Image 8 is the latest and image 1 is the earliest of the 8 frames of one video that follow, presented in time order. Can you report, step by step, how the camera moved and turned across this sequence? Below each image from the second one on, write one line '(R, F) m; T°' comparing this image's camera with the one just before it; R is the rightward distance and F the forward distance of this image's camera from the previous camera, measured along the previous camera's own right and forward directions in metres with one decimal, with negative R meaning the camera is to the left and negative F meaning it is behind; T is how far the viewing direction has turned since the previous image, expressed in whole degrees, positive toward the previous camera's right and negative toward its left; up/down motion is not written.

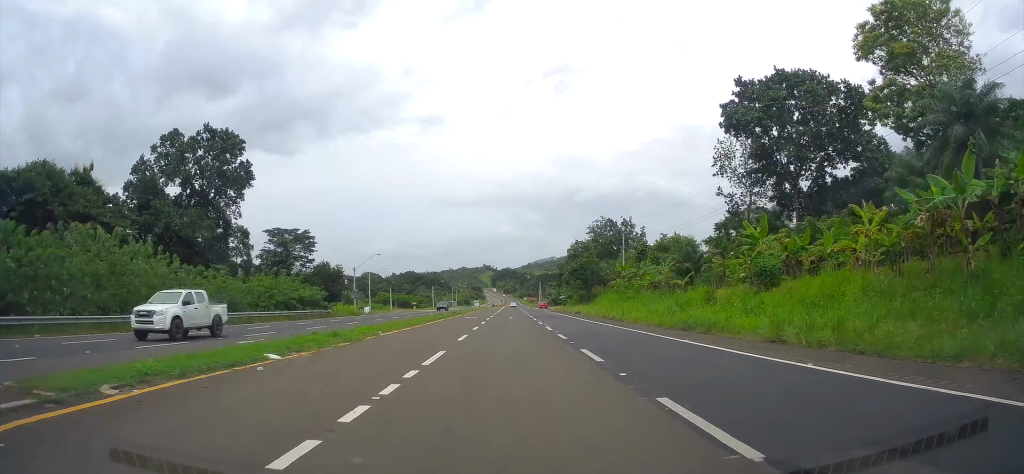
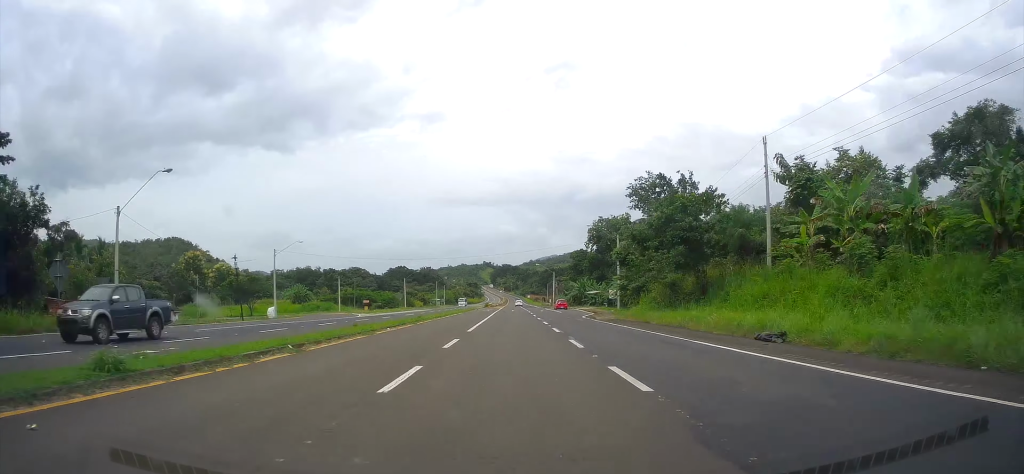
(-0.3, +52.8) m; 0°
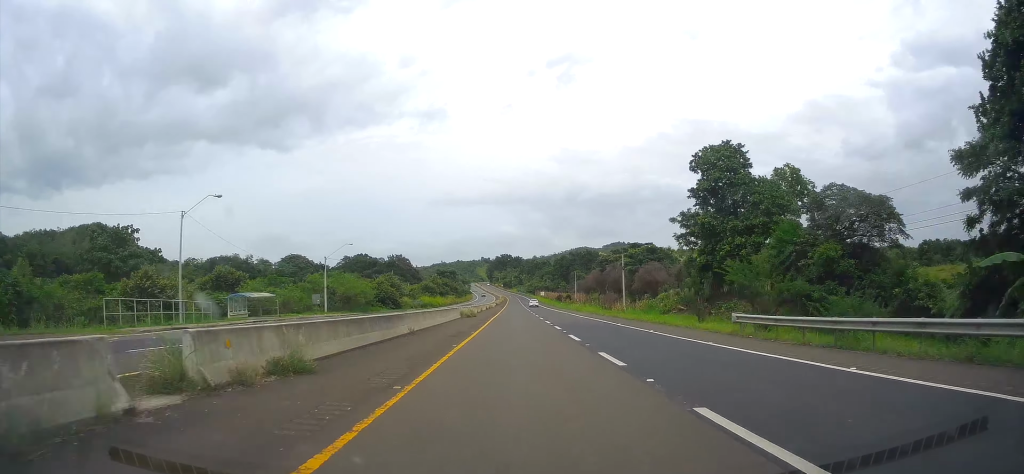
(+0.7, +142.5) m; 0°
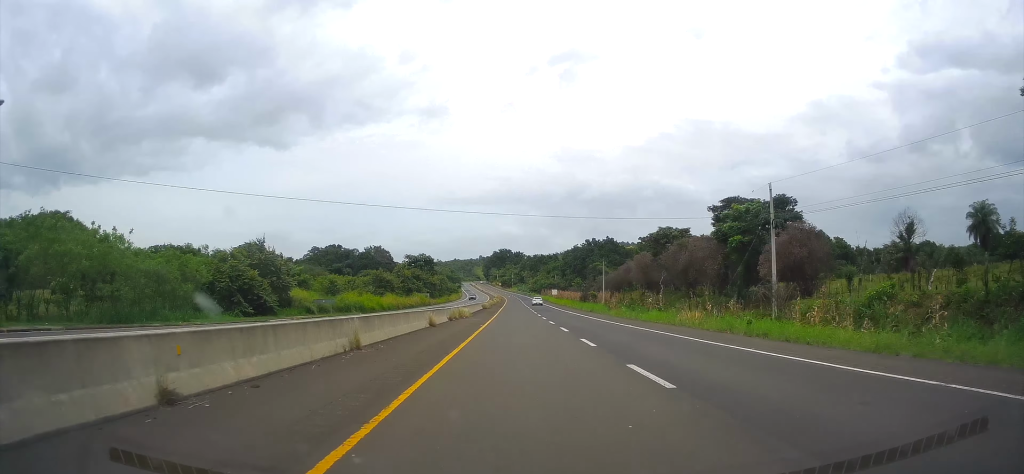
(-0.3, +59.5) m; 0°
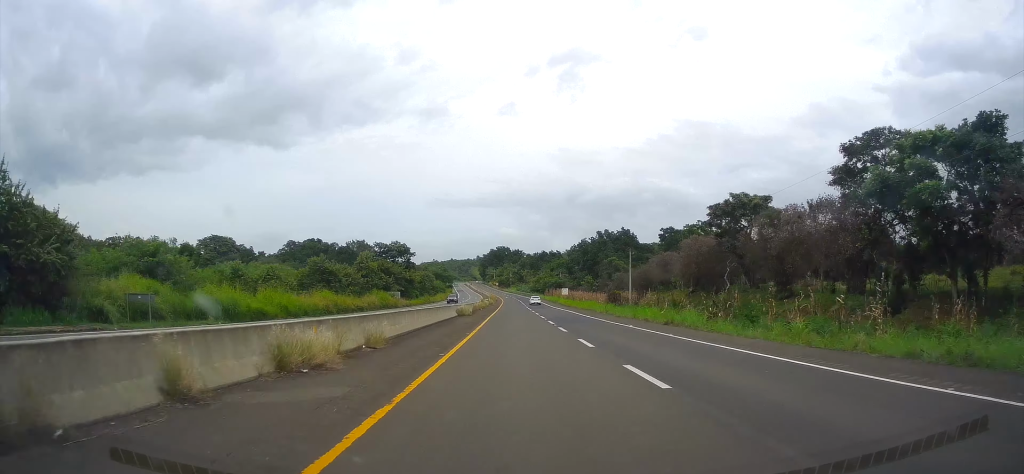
(+0.2, +32.4) m; 0°
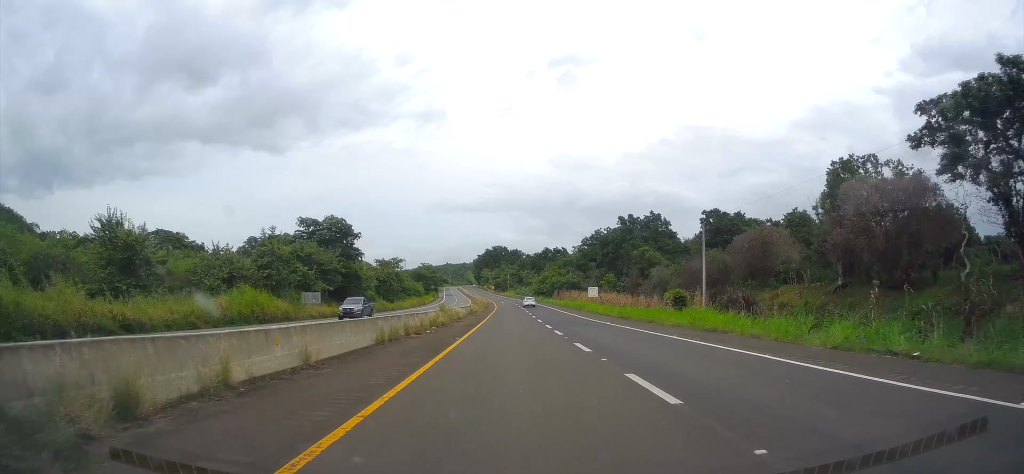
(+0.1, +40.6) m; 0°
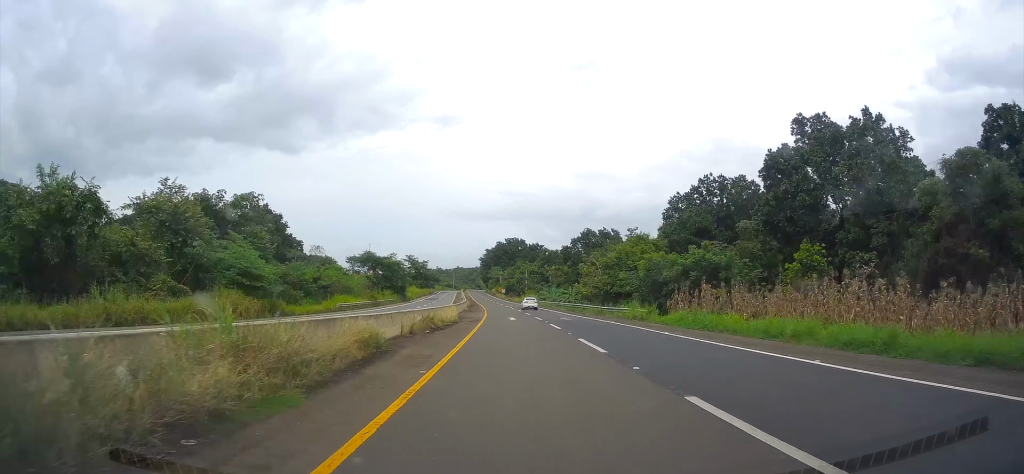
(-0.5, +87.0) m; -1°
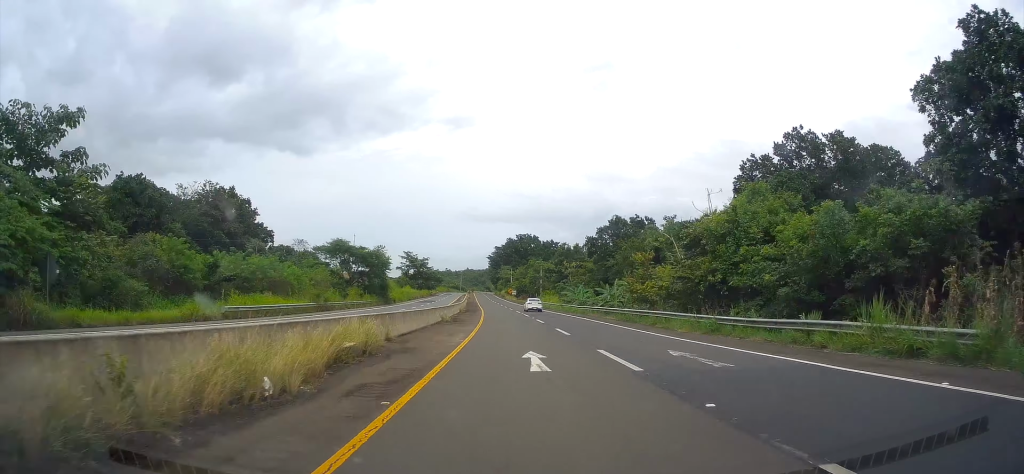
(0.0, +27.2) m; -1°
